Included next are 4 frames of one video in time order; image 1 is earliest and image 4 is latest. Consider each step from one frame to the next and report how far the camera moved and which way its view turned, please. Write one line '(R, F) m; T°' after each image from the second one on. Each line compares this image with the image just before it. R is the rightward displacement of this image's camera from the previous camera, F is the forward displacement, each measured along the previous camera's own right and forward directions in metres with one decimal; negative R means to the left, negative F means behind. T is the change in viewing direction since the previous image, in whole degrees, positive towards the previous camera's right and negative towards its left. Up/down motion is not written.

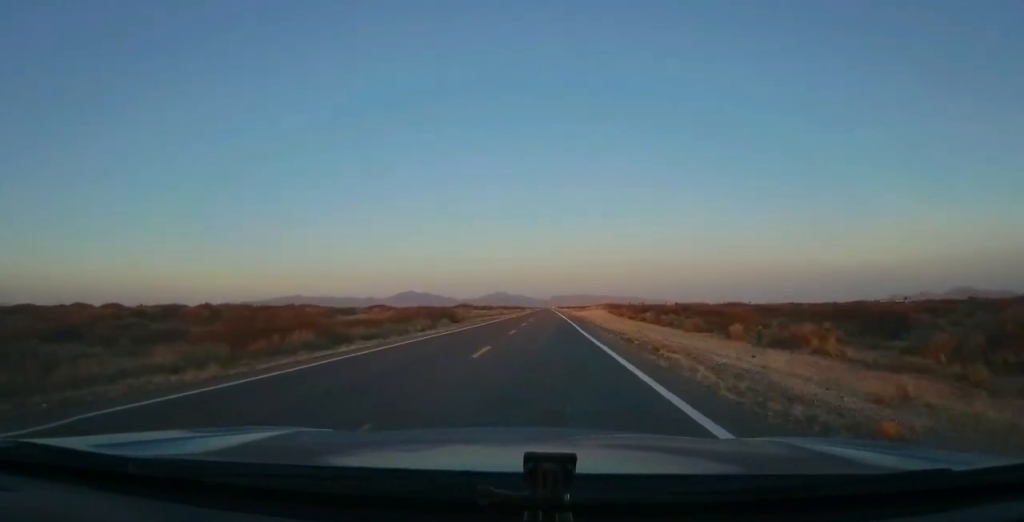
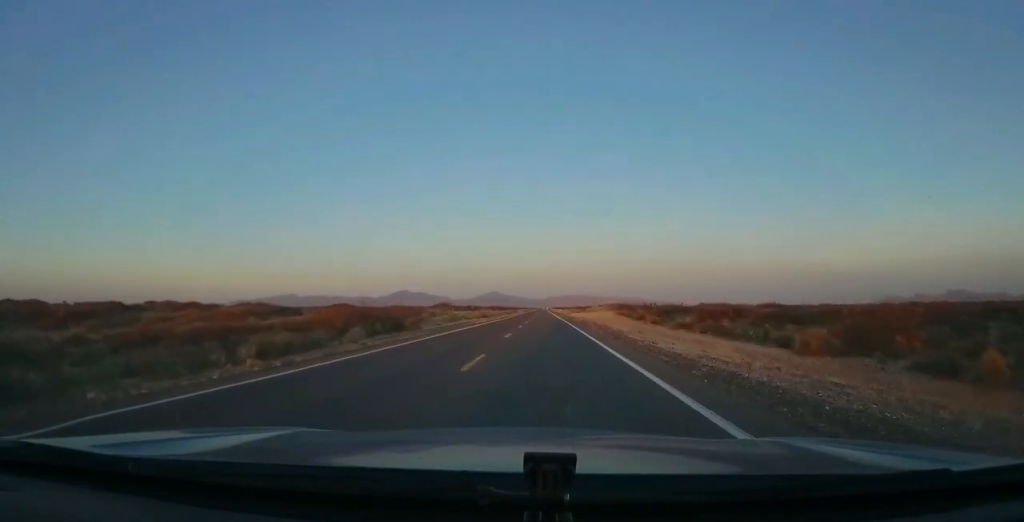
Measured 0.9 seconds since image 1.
(-0.1, +26.2) m; +1°
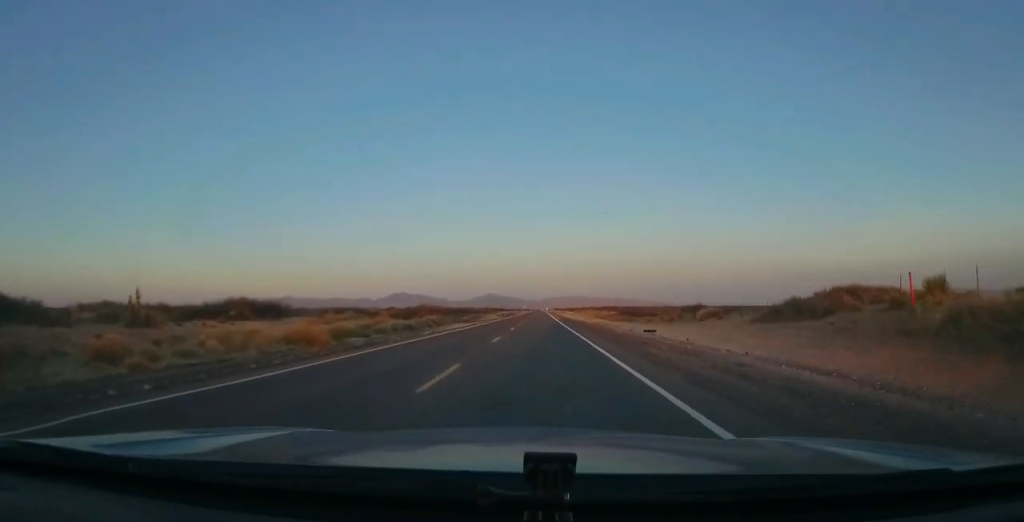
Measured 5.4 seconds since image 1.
(+2.5, +132.2) m; 0°
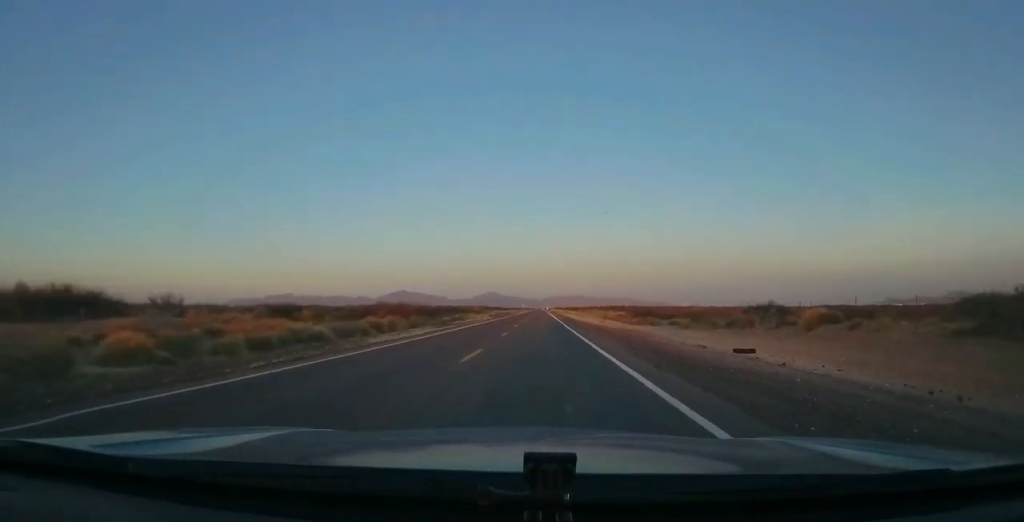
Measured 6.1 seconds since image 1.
(-0.3, +19.5) m; 0°
